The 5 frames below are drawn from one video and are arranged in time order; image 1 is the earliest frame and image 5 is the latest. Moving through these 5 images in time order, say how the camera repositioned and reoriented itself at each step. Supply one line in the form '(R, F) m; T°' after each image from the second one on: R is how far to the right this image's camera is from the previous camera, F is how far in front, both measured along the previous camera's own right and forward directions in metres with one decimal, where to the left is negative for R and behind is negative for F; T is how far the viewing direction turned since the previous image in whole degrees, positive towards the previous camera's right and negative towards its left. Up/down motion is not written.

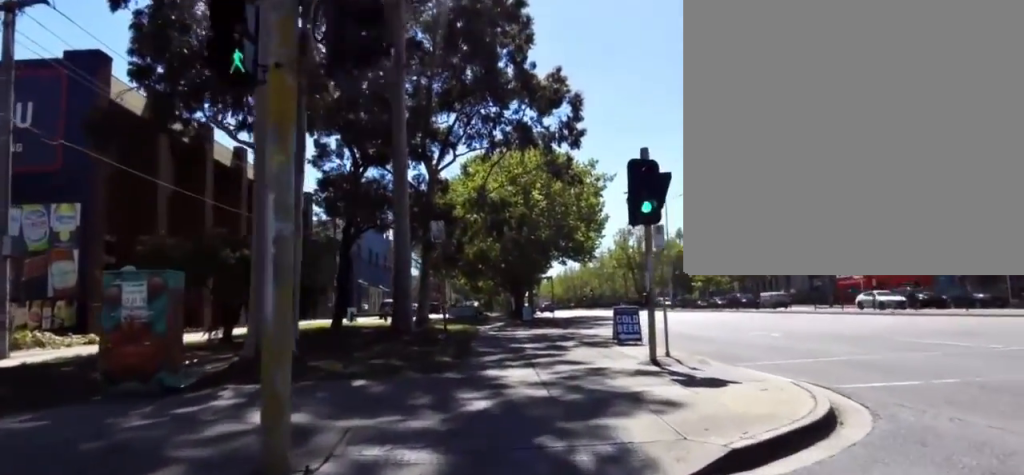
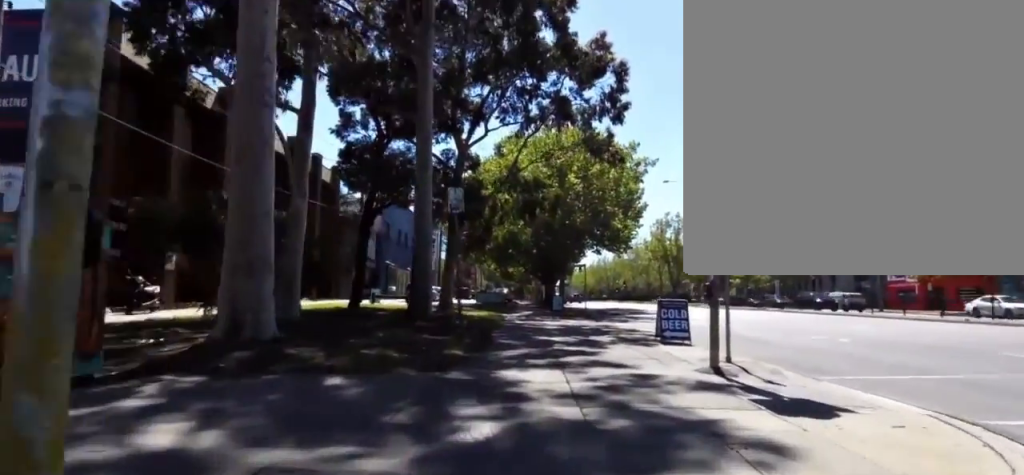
(-0.1, +1.8) m; -4°
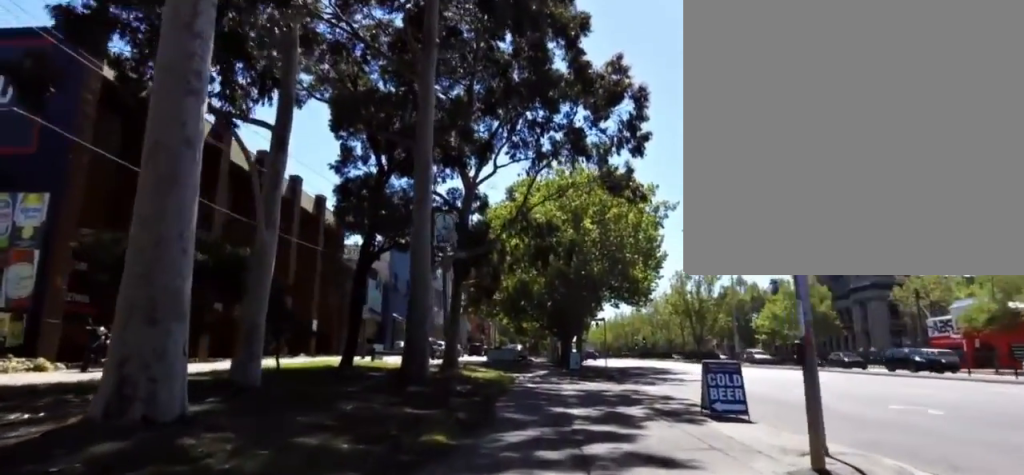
(-0.1, +2.3) m; -3°
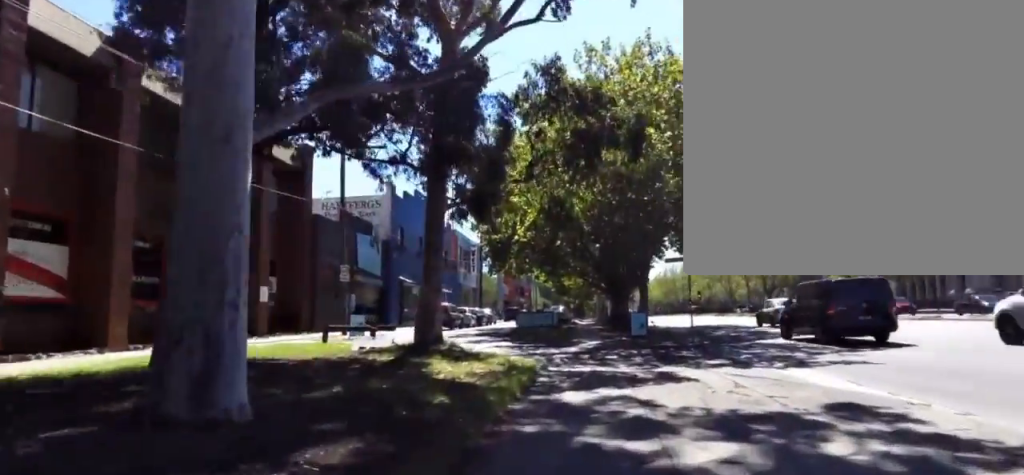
(-0.3, +11.9) m; -1°
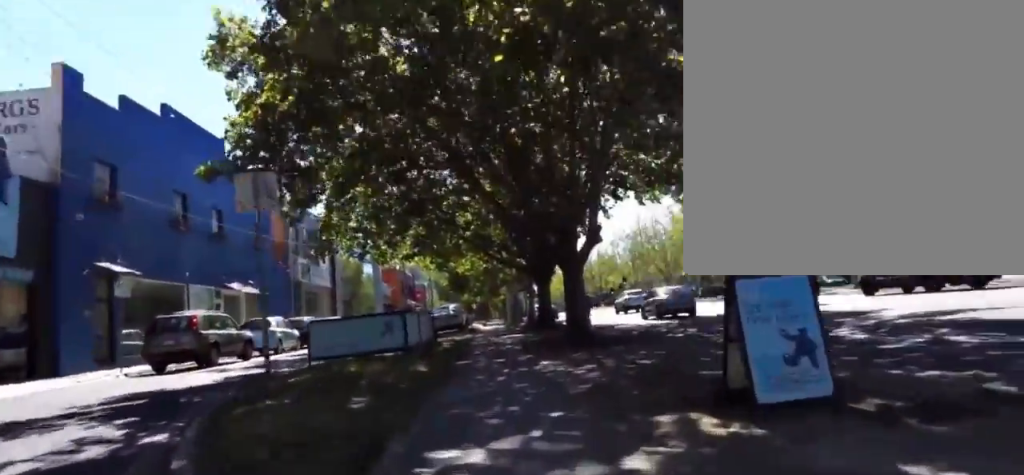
(+2.4, +19.0) m; +1°
